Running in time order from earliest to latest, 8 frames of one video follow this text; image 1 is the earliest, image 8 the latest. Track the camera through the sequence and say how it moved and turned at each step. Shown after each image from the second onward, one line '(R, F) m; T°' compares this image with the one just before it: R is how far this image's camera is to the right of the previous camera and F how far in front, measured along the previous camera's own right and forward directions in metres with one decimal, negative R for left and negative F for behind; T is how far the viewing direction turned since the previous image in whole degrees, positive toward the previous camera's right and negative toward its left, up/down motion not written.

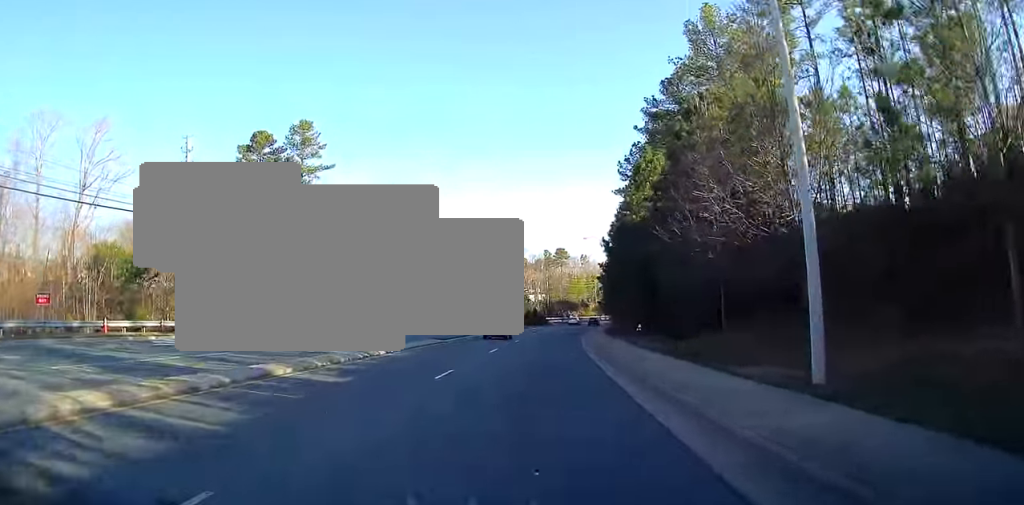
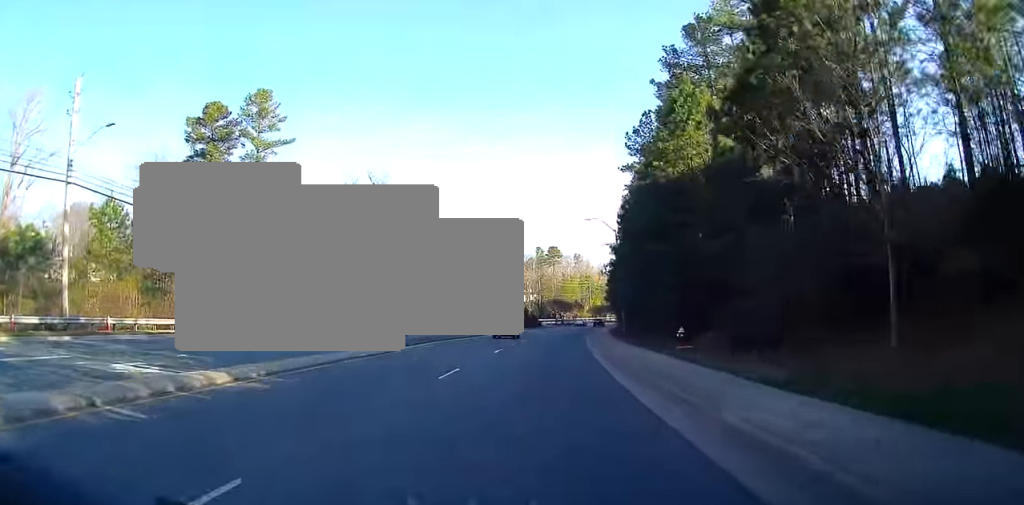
(+0.2, +12.2) m; 0°
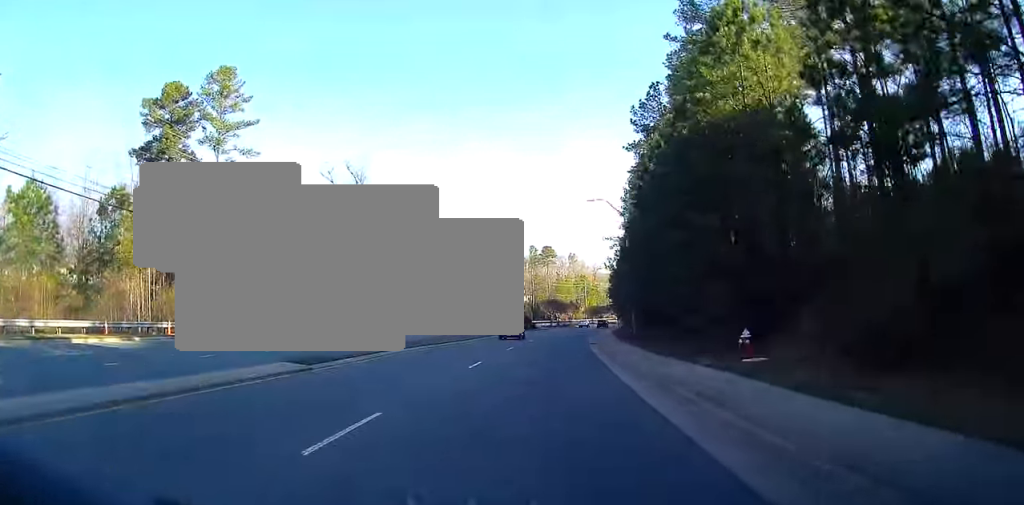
(0.0, +8.3) m; 0°
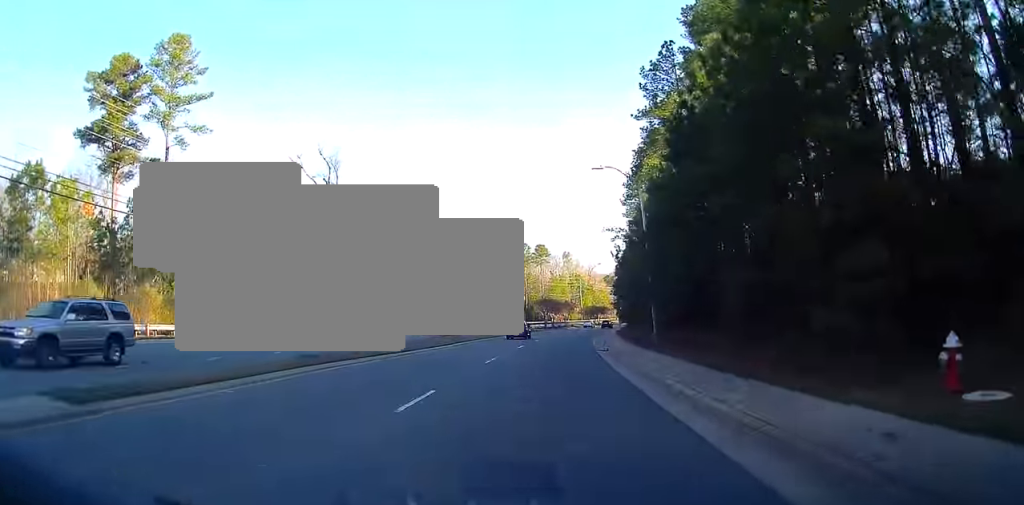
(0.0, +9.0) m; +1°
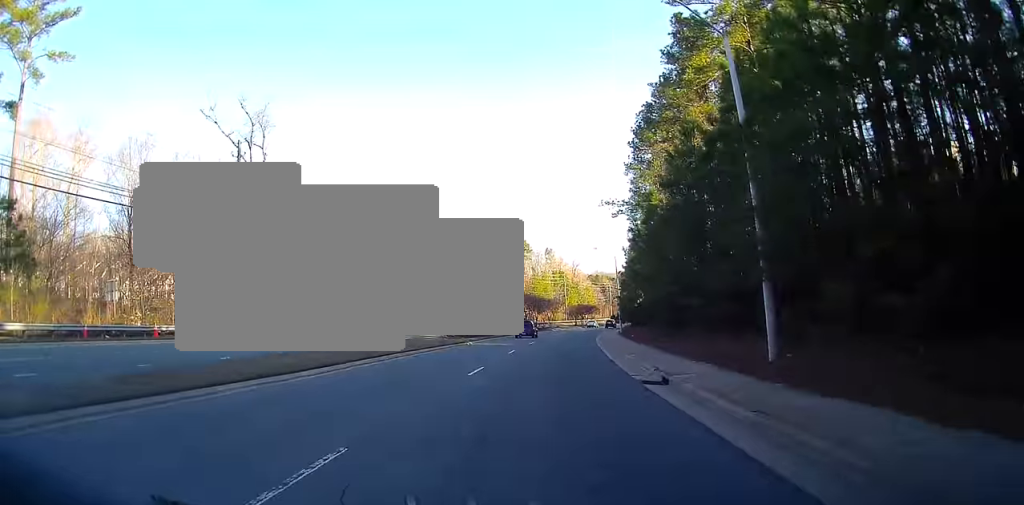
(+0.2, +18.0) m; +2°
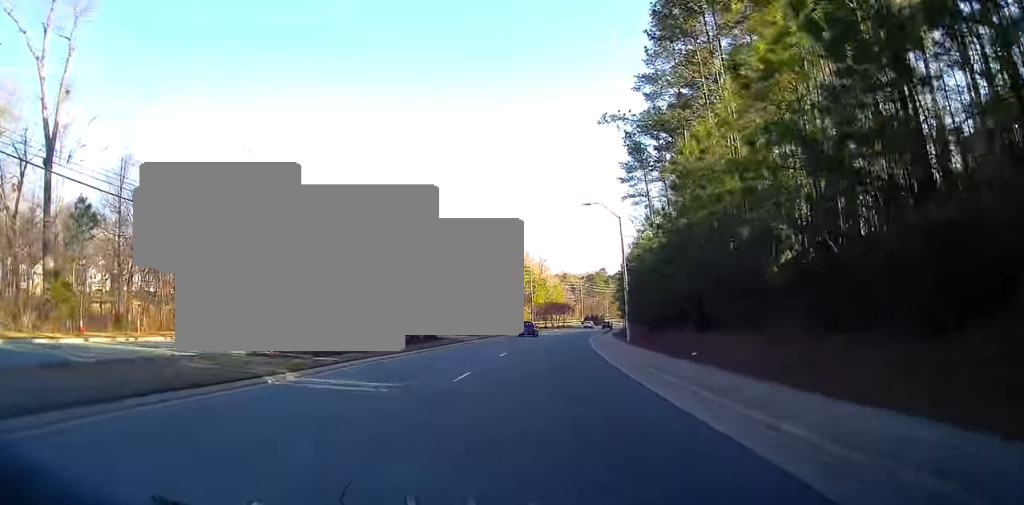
(+0.9, +26.2) m; +3°
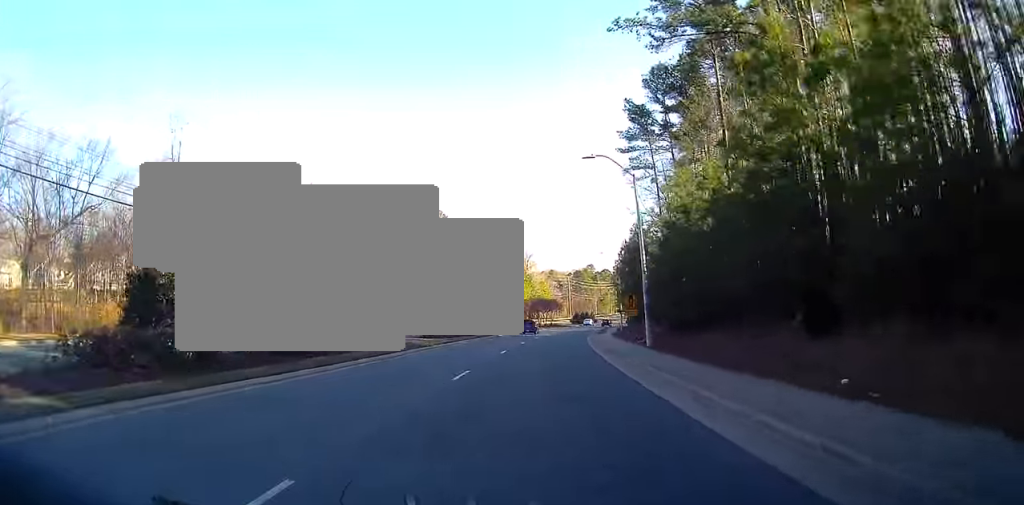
(+0.1, +11.6) m; +1°
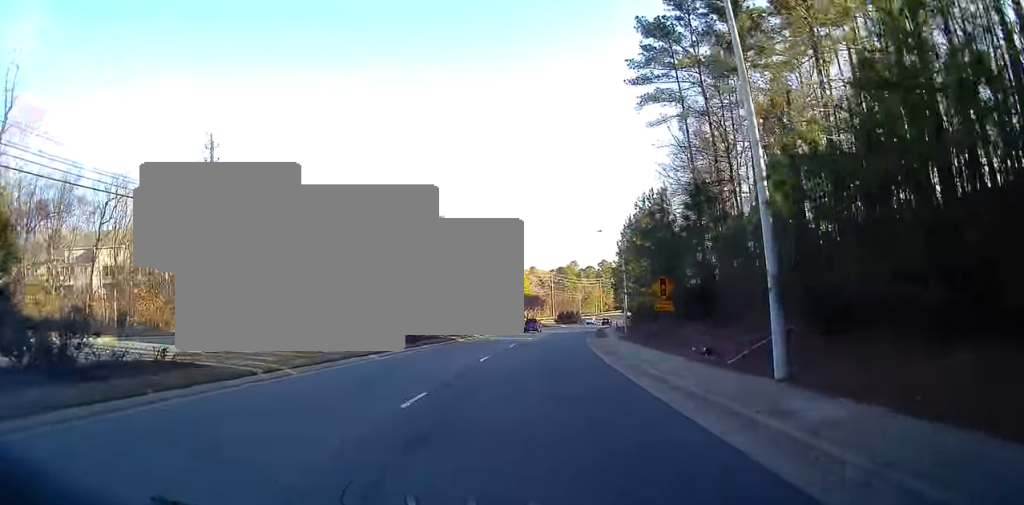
(+0.2, +17.6) m; +2°
